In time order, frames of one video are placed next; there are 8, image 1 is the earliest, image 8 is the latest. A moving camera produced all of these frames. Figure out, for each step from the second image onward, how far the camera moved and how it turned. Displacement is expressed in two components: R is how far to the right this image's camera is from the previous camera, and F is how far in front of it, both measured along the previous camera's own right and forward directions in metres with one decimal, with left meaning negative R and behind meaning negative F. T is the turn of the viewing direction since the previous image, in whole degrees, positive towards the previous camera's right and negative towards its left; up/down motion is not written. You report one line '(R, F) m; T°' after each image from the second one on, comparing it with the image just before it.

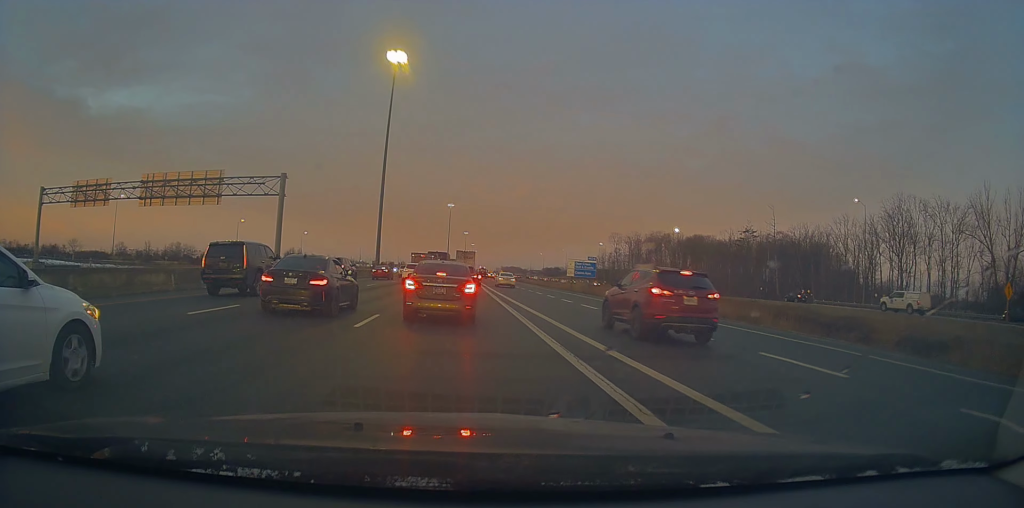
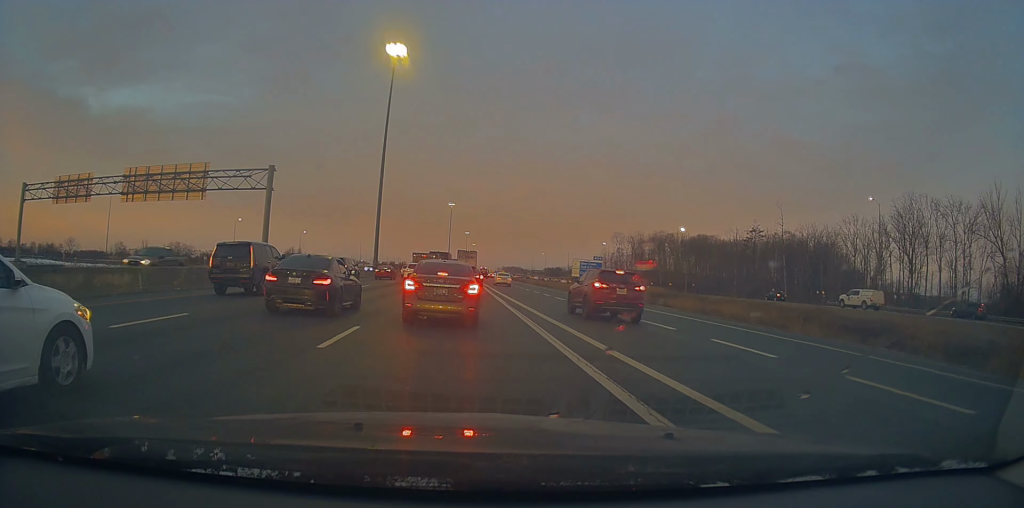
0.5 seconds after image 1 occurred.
(0.0, +3.3) m; 0°
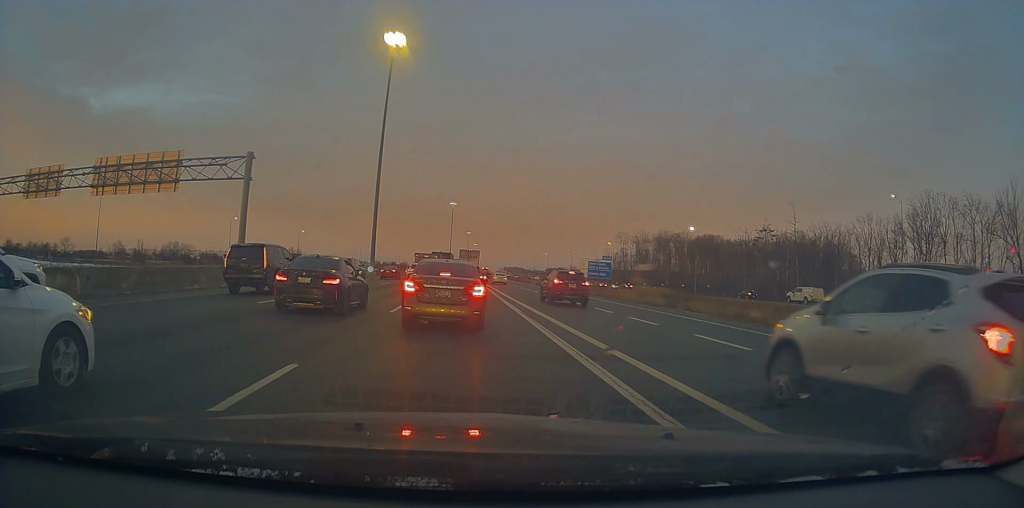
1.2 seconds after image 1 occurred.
(+0.2, +5.0) m; +1°
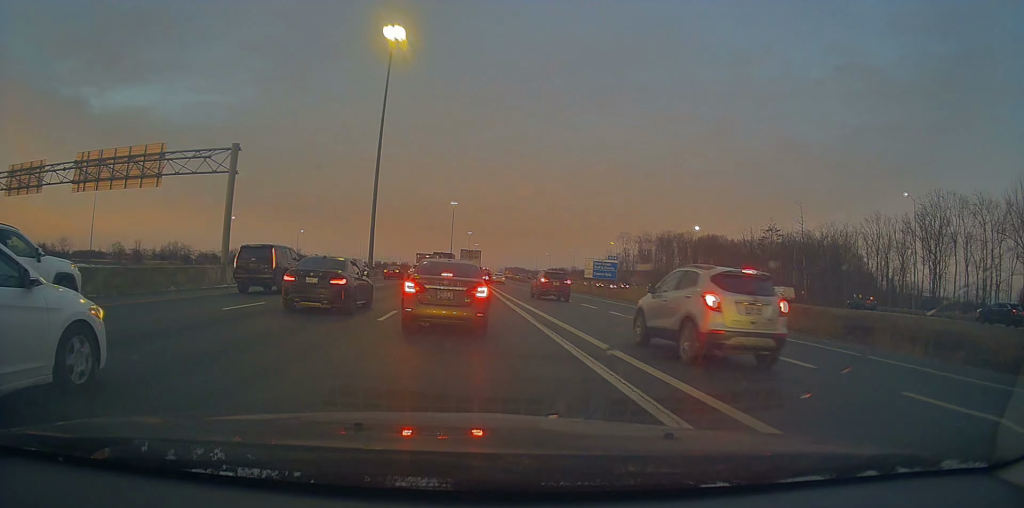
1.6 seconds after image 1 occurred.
(0.0, +2.8) m; -3°
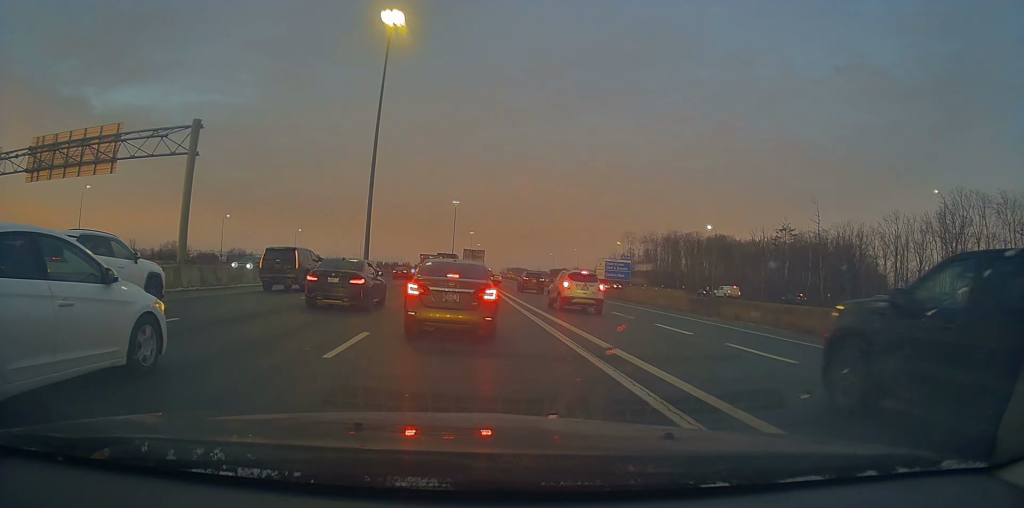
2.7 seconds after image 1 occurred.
(-0.4, +6.2) m; -3°
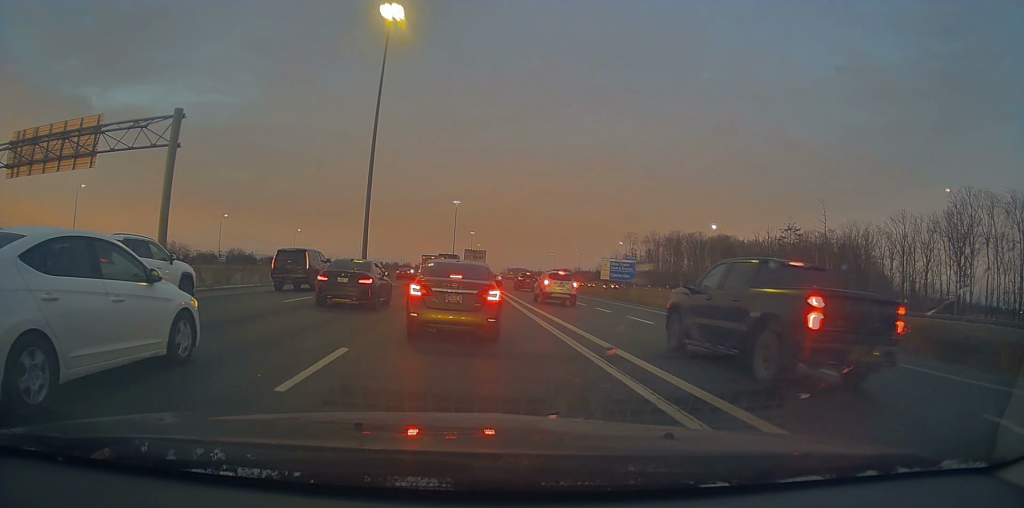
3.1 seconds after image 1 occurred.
(-0.3, +2.4) m; +1°
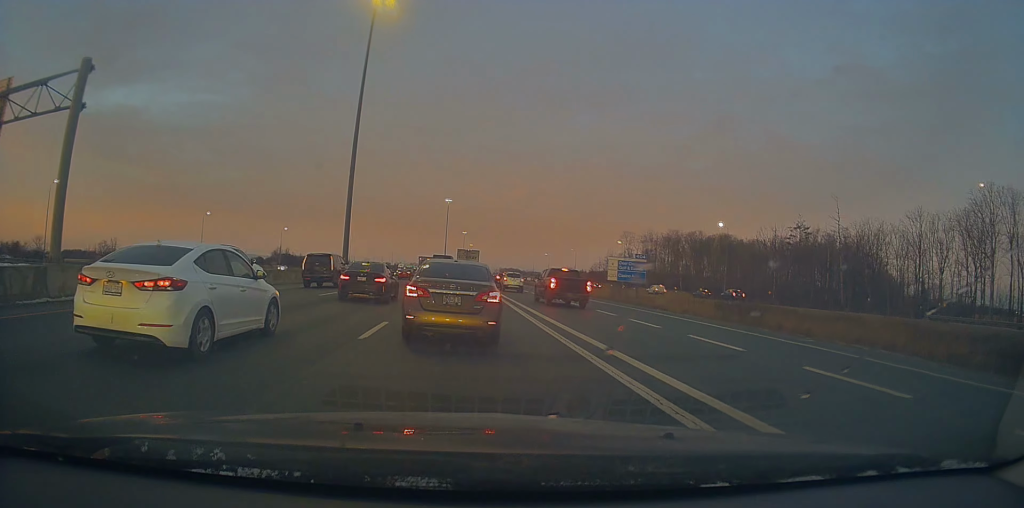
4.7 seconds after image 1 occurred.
(+0.8, +7.6) m; +4°
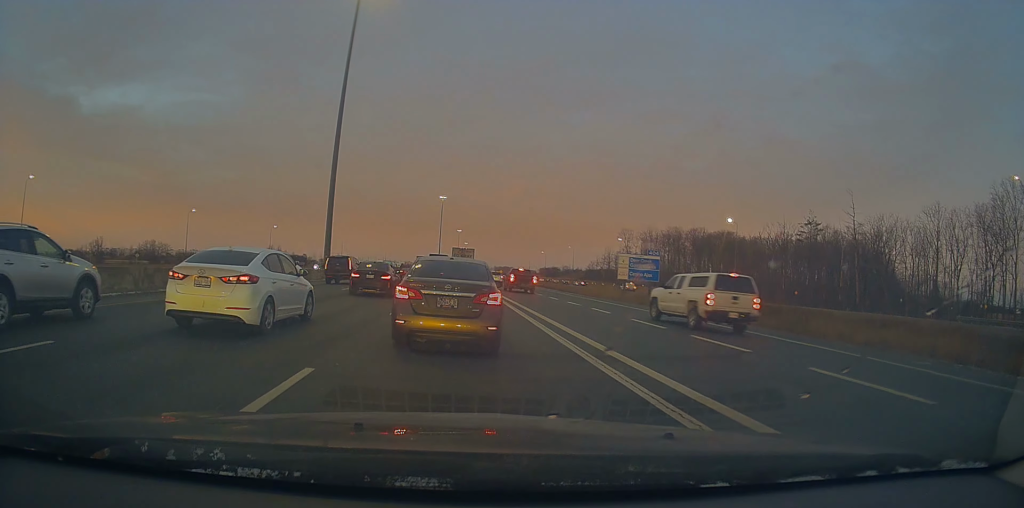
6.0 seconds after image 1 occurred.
(0.0, +6.2) m; 0°
